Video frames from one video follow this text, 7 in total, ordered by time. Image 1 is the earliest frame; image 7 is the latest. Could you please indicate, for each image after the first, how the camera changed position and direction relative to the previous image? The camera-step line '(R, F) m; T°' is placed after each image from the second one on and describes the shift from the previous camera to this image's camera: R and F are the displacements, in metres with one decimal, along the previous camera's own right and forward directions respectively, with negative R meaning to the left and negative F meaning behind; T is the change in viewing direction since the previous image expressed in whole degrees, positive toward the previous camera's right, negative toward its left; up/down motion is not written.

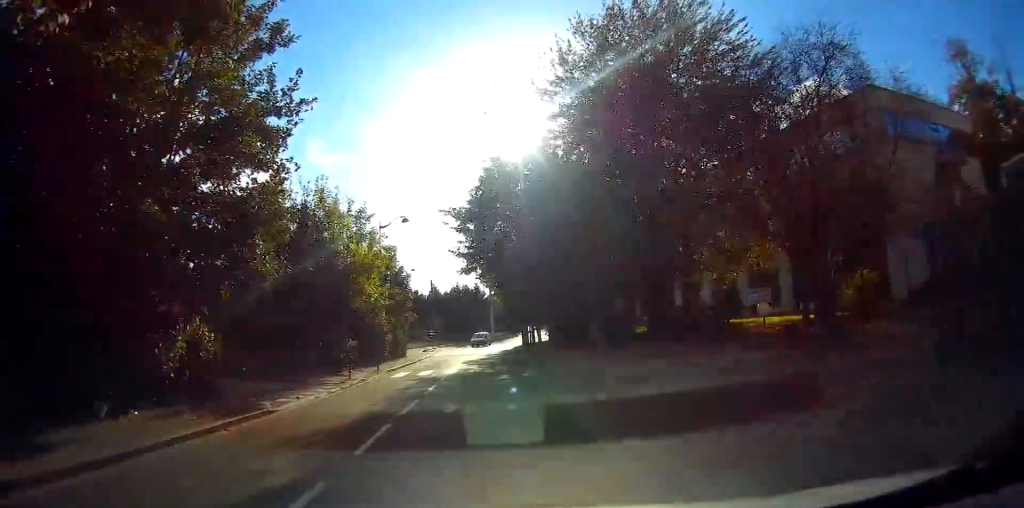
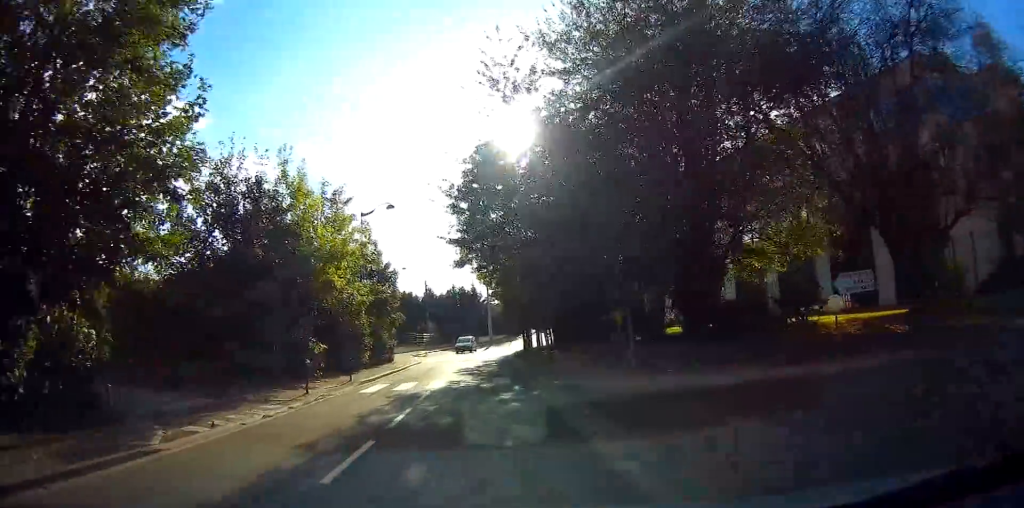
(0.0, +4.9) m; -2°
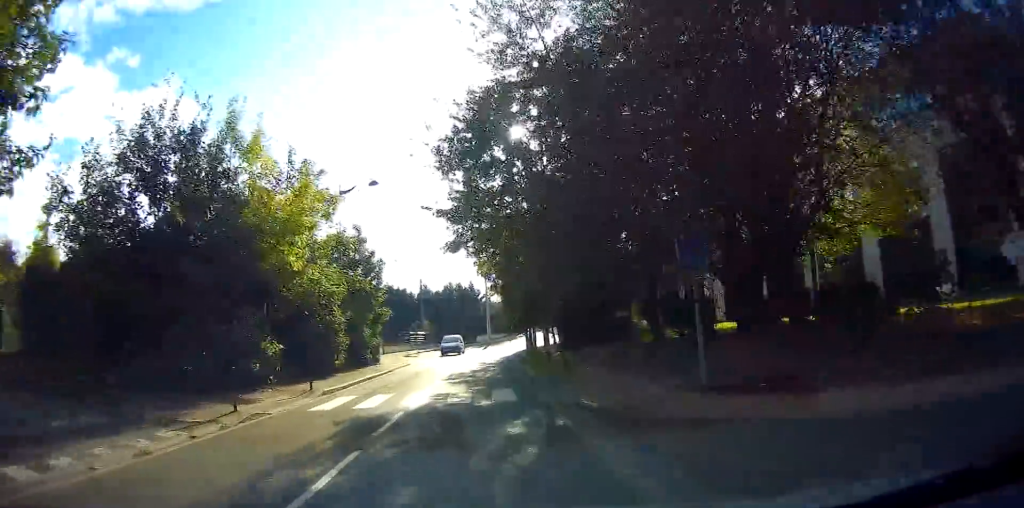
(0.0, +4.8) m; -1°
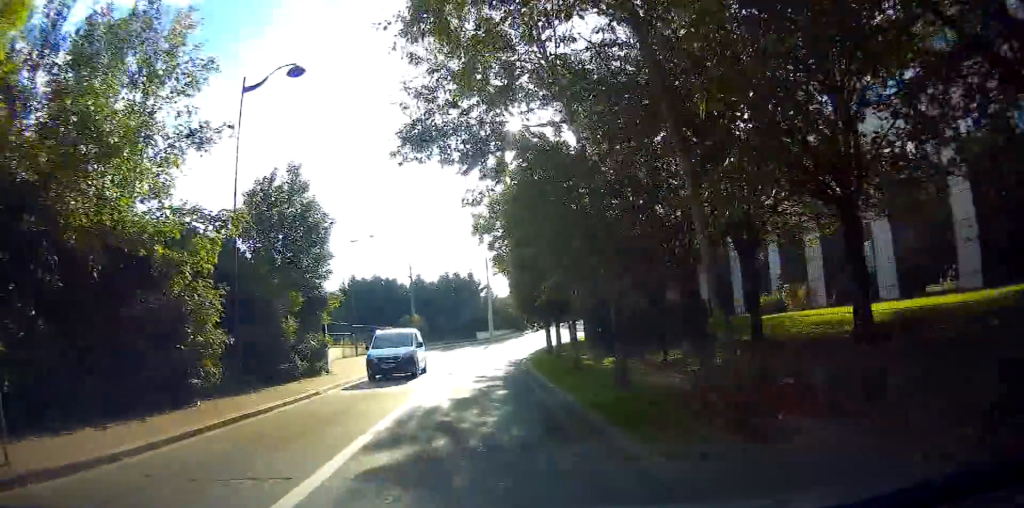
(-0.3, +12.6) m; 0°
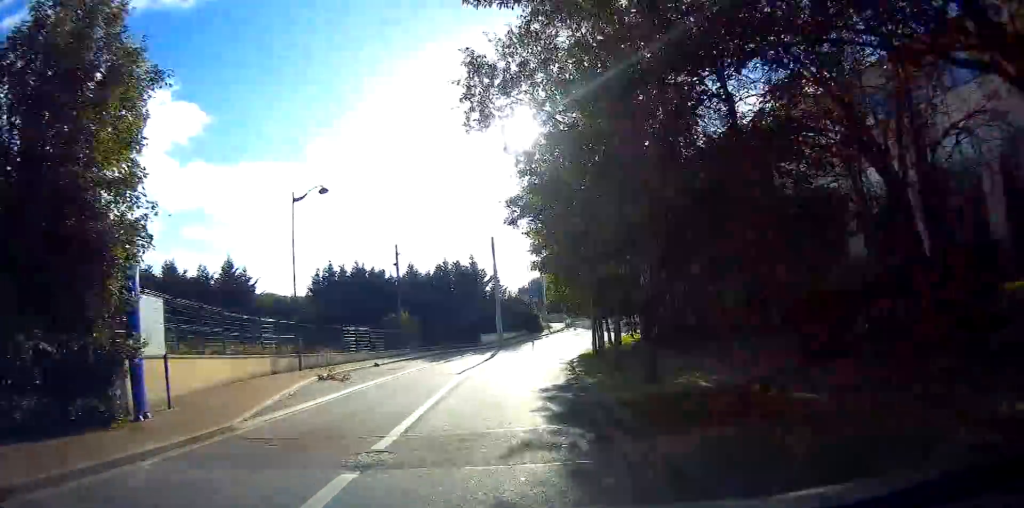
(+0.4, +14.9) m; +3°
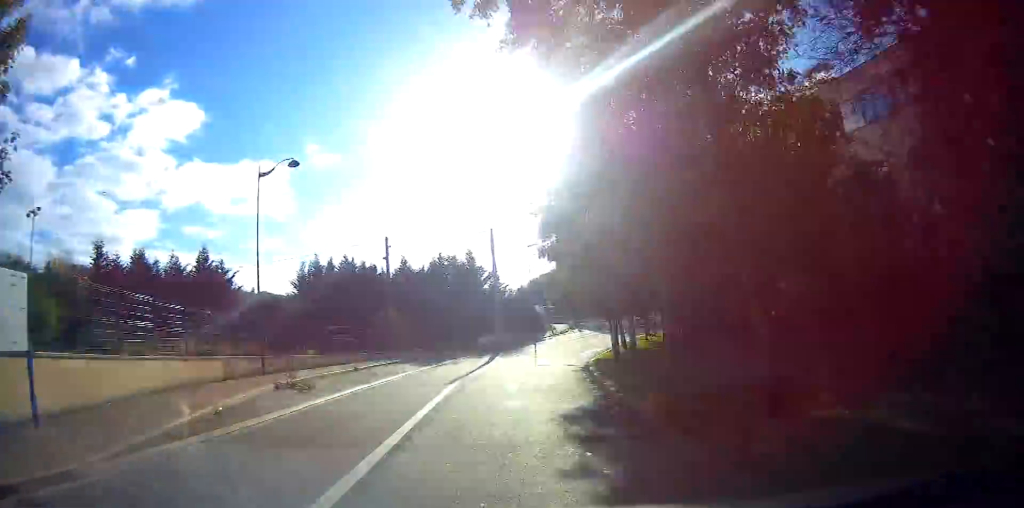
(+0.1, +4.6) m; 0°
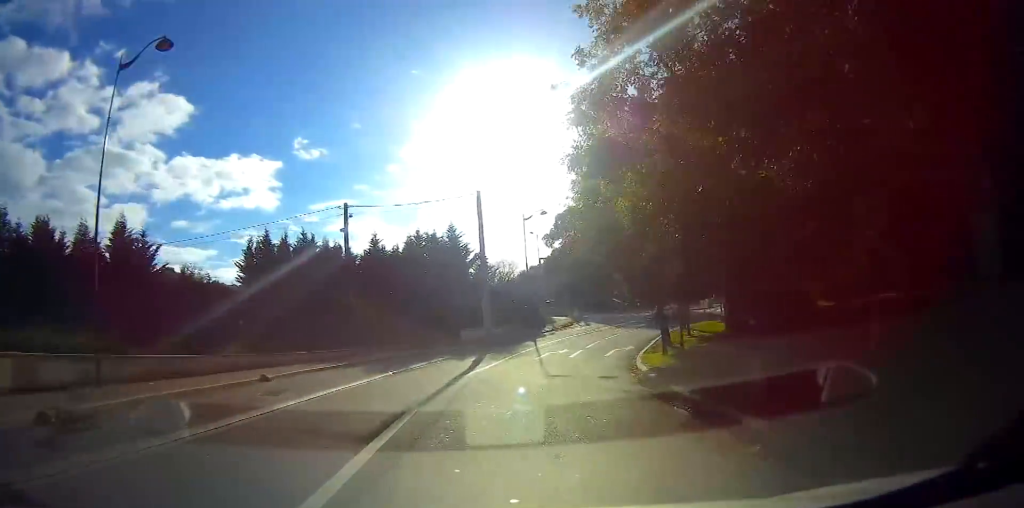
(-0.4, +10.8) m; -1°
